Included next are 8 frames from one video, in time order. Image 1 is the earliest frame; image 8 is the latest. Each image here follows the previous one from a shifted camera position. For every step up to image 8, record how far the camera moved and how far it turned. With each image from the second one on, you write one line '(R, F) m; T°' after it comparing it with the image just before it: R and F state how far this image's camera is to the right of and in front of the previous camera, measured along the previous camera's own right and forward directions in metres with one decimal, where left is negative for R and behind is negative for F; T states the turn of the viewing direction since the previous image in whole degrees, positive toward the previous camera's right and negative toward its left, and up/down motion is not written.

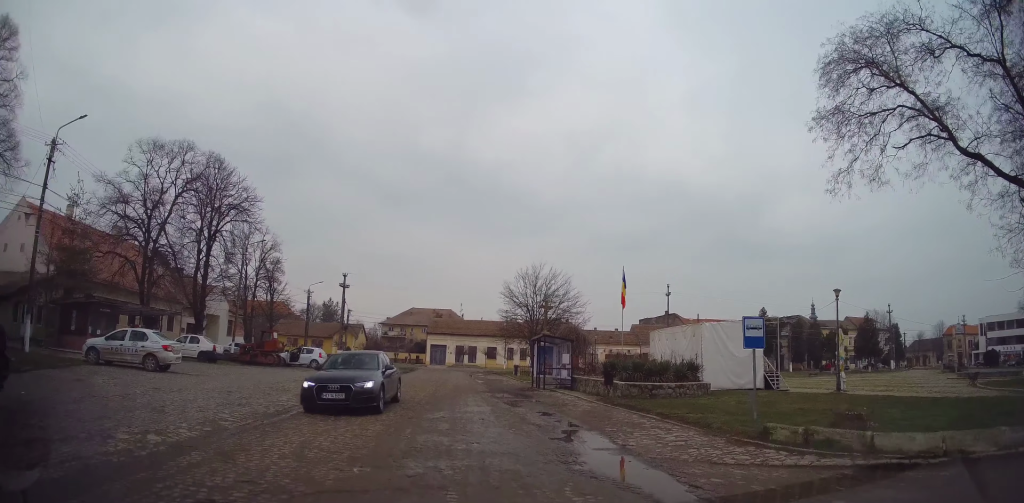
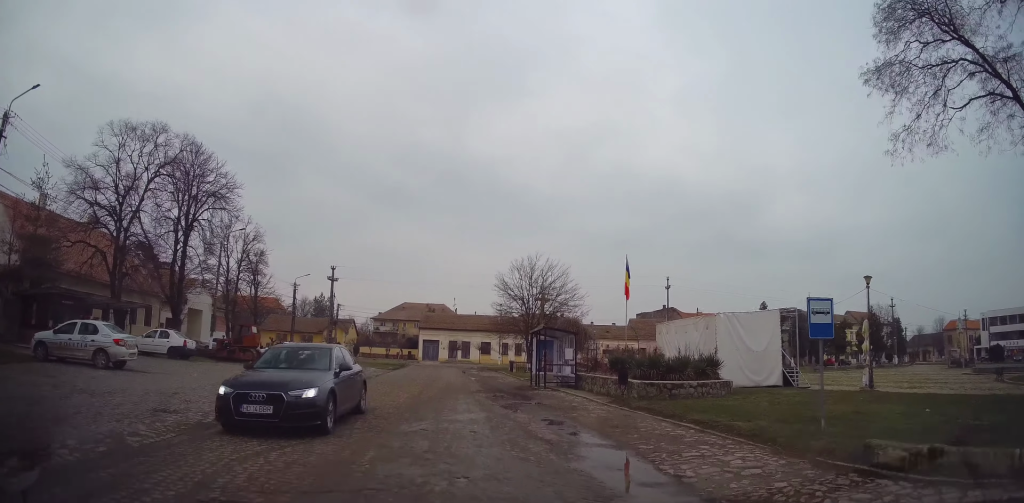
(-0.2, +2.3) m; -3°
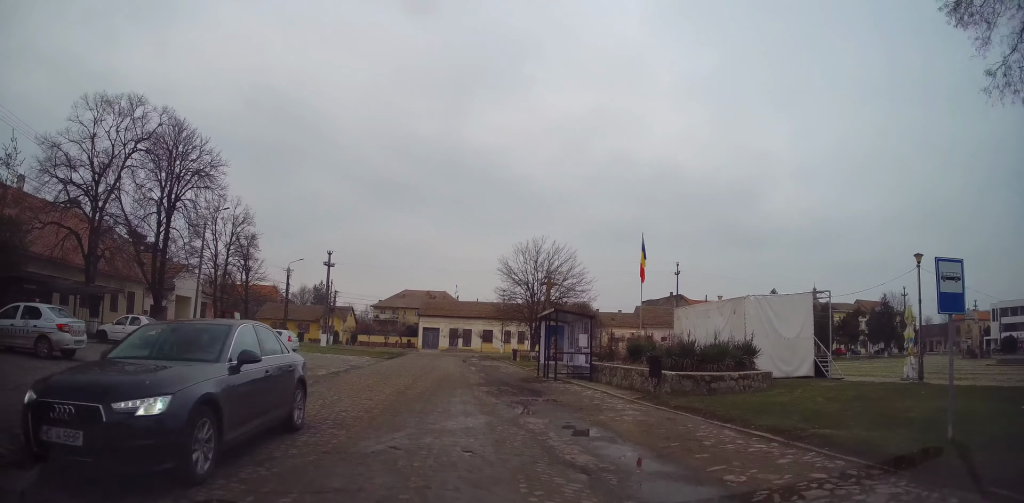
(0.0, +2.7) m; +1°
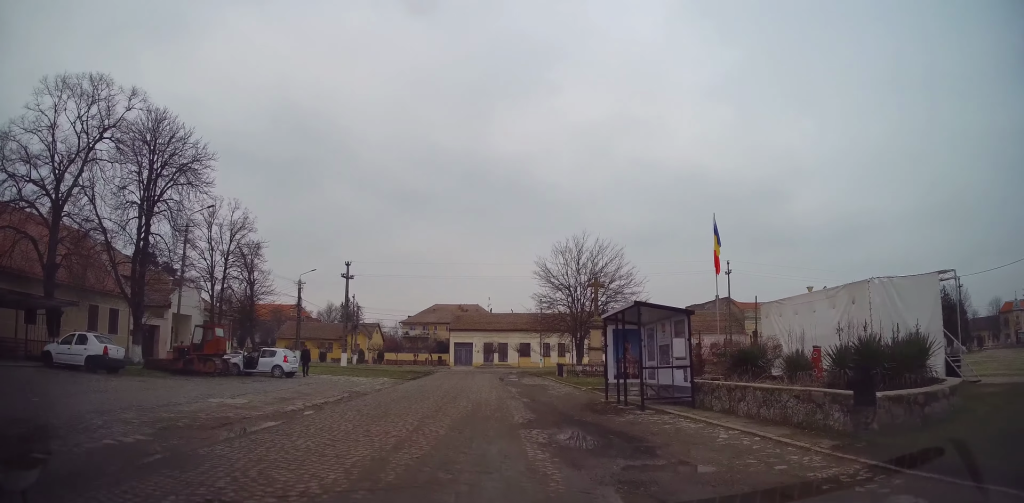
(+0.1, +6.0) m; -2°
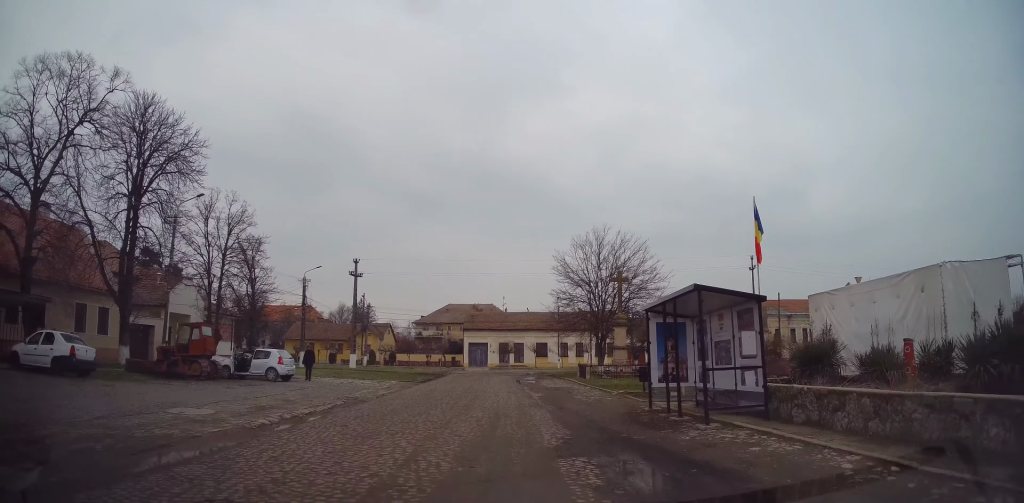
(0.0, +2.8) m; -2°
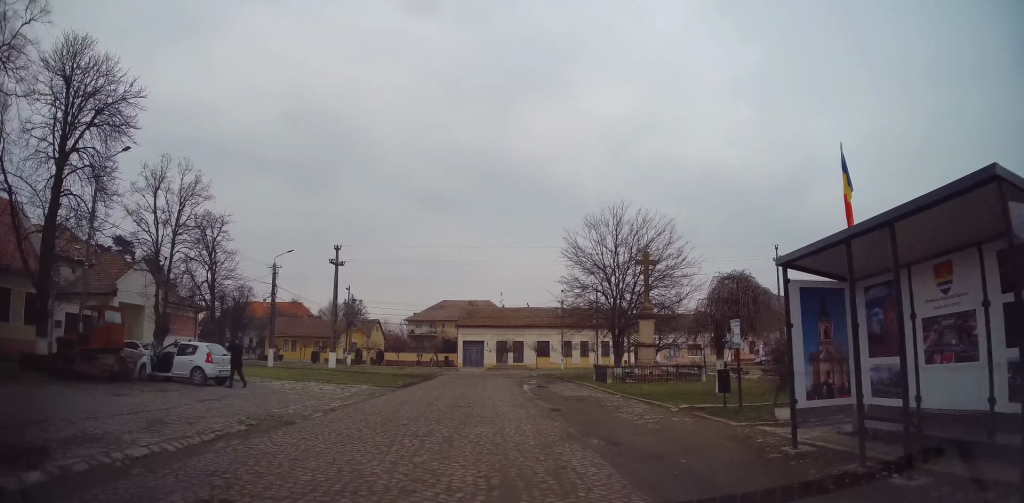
(+0.1, +6.2) m; +3°
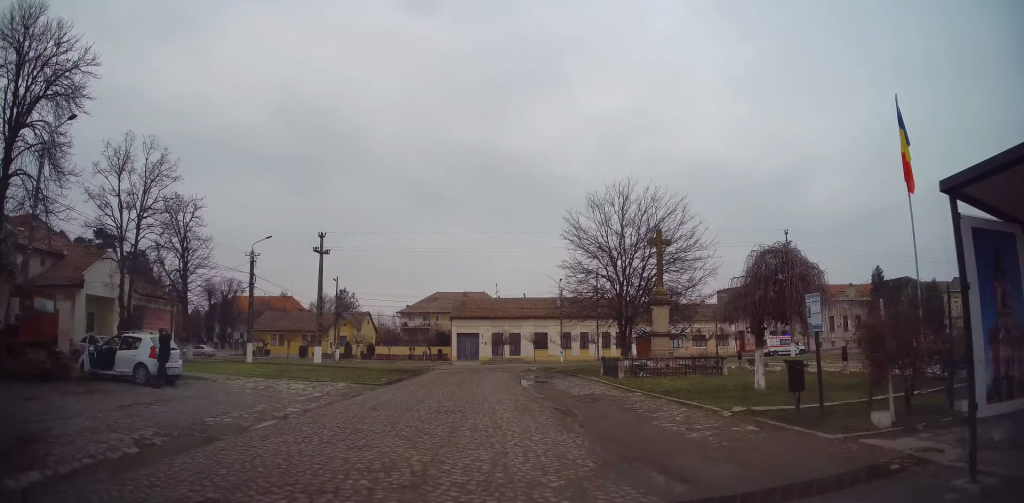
(+0.1, +3.0) m; -1°
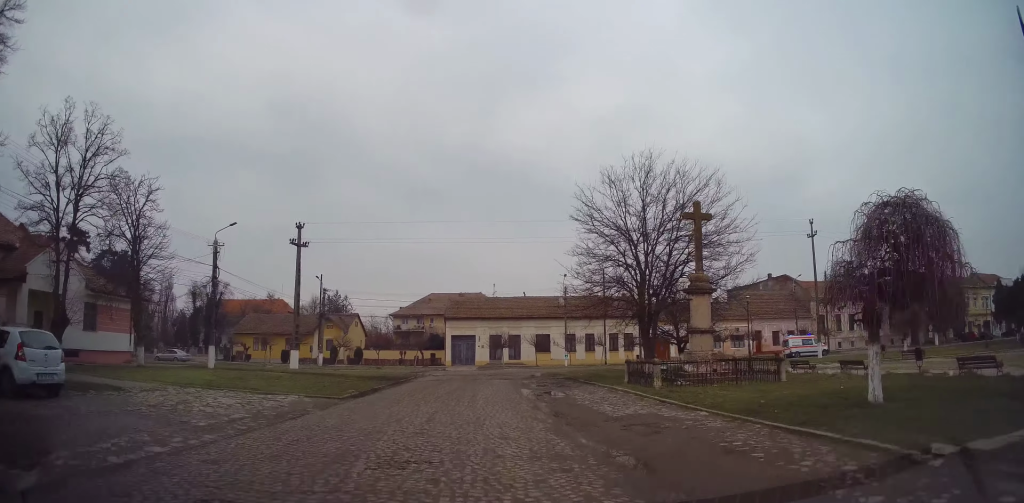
(-0.4, +5.2) m; -3°
